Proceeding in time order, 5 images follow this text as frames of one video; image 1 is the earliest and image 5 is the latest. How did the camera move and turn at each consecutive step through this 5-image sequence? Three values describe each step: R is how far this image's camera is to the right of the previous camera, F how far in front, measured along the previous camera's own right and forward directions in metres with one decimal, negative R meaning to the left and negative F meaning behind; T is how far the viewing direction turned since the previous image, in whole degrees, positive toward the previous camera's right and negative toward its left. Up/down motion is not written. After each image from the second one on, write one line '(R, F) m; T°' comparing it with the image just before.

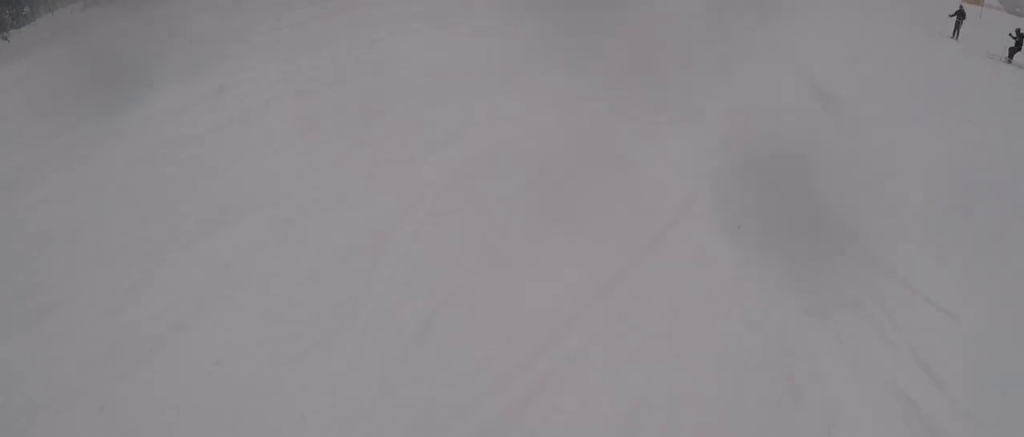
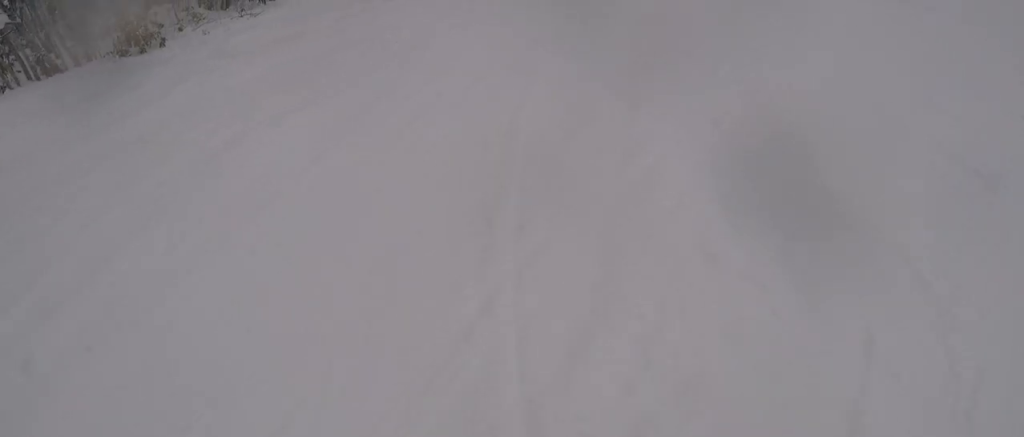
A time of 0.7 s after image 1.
(-0.1, +2.8) m; +7°
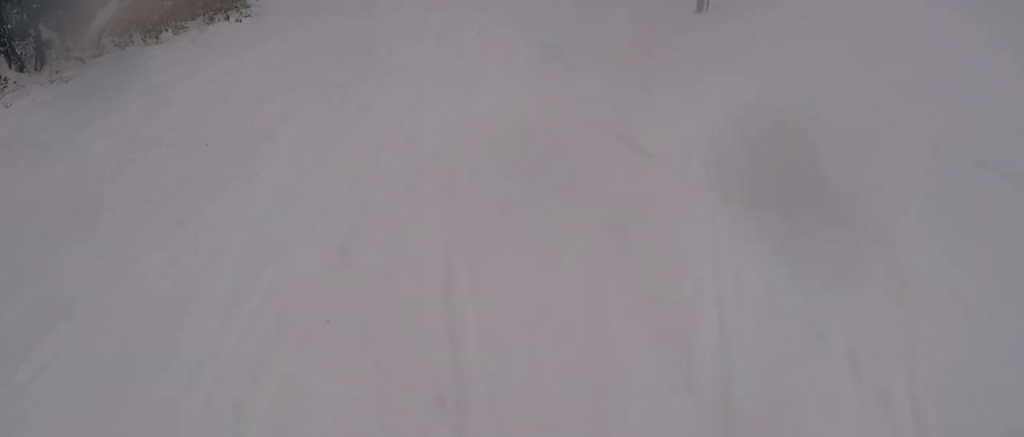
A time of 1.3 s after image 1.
(+0.2, +2.3) m; +22°
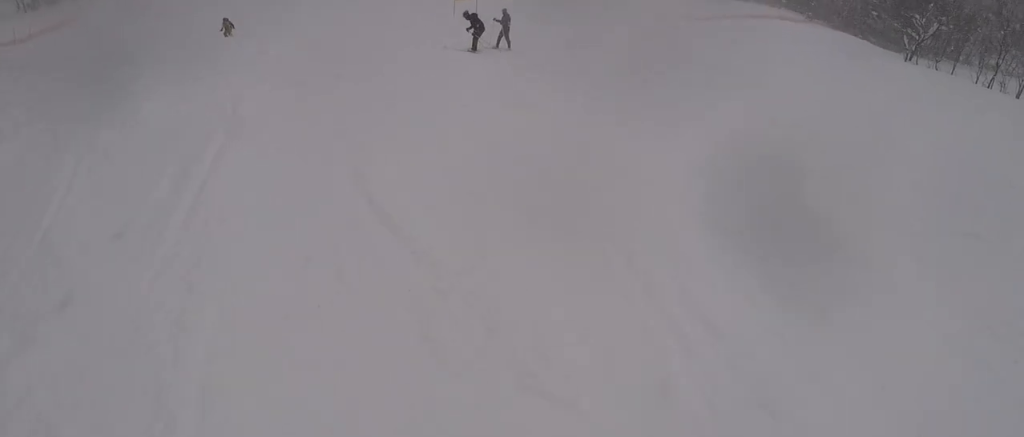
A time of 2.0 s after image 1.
(+0.9, +3.0) m; +22°
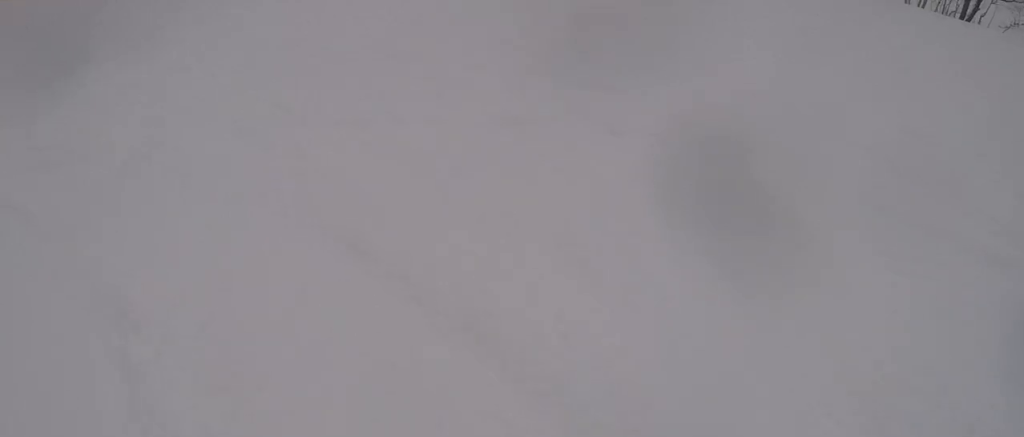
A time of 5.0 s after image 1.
(+5.1, +14.4) m; +10°
